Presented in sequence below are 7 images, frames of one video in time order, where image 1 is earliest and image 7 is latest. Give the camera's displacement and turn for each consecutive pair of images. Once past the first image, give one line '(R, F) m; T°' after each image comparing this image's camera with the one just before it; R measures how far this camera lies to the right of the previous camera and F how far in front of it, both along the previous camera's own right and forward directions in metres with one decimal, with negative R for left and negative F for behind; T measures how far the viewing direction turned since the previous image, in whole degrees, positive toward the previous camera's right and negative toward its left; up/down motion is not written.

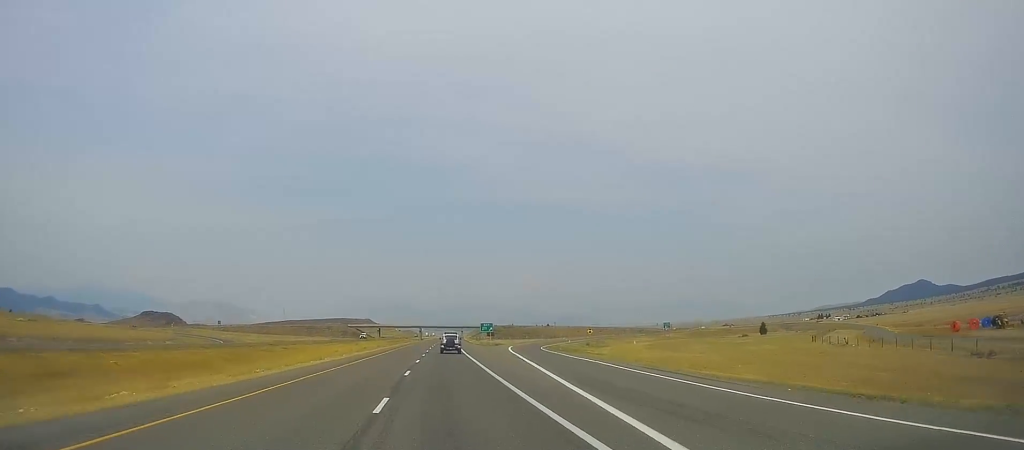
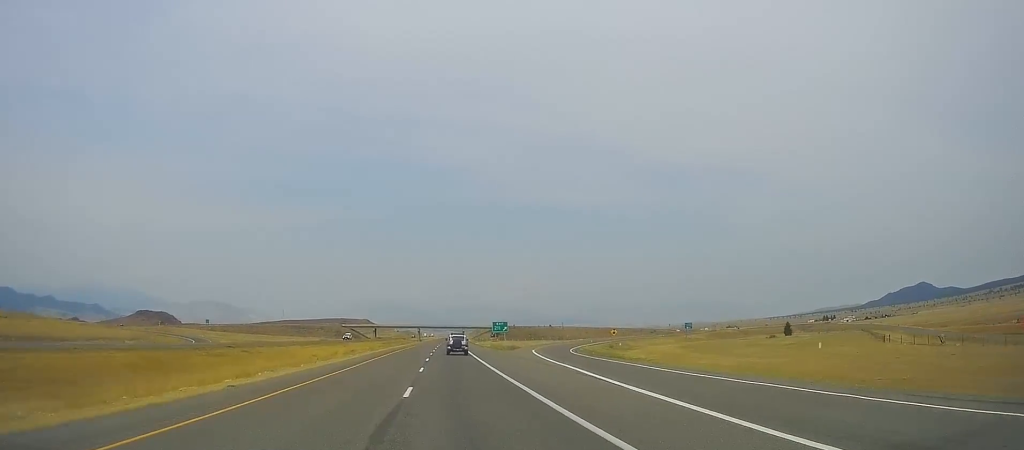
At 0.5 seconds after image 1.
(+0.1, +20.3) m; 0°
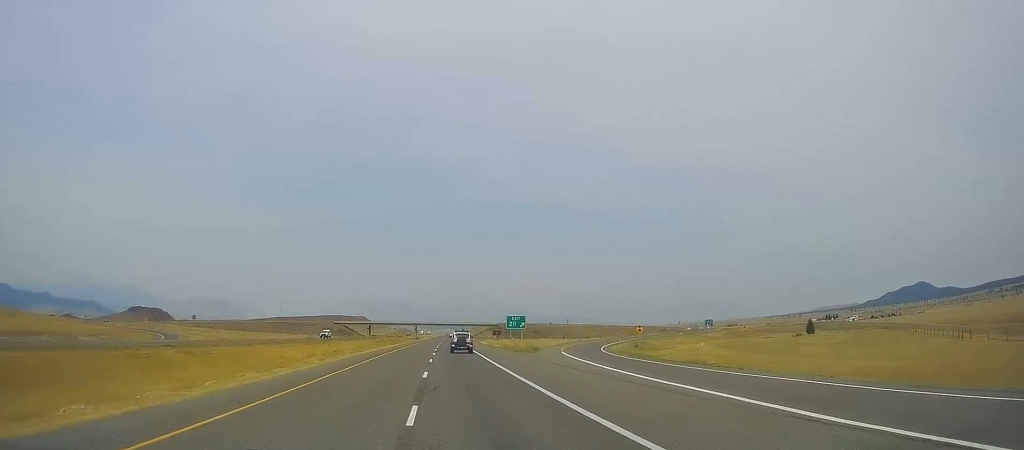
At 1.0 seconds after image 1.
(-0.2, +17.7) m; 0°
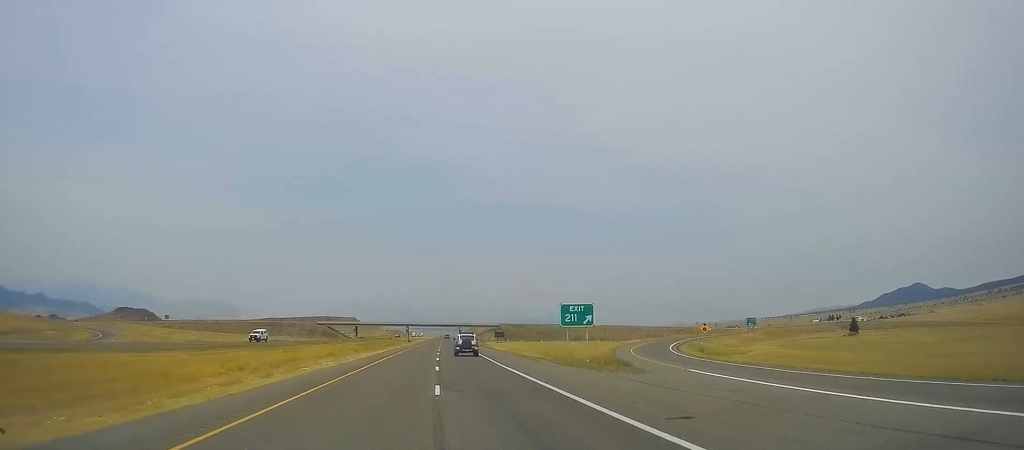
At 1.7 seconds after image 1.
(-0.1, +30.4) m; 0°
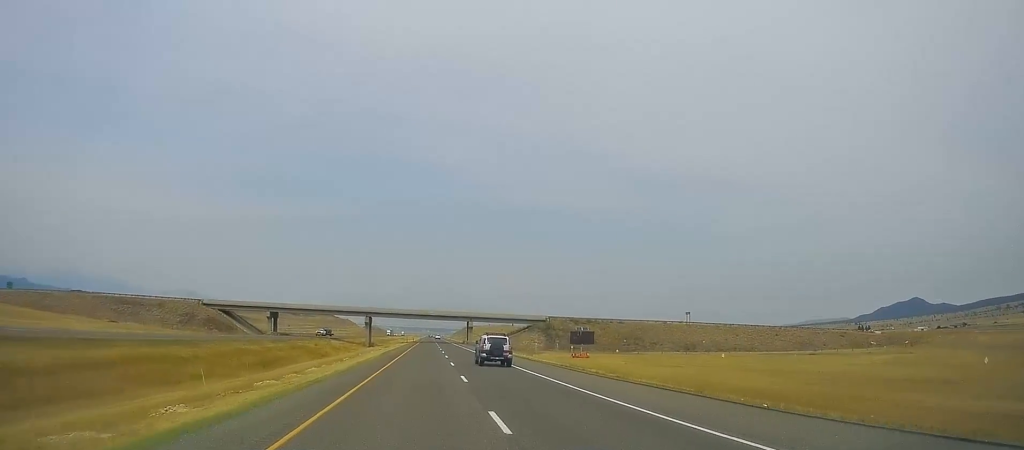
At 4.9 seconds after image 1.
(+4.0, +127.7) m; +3°
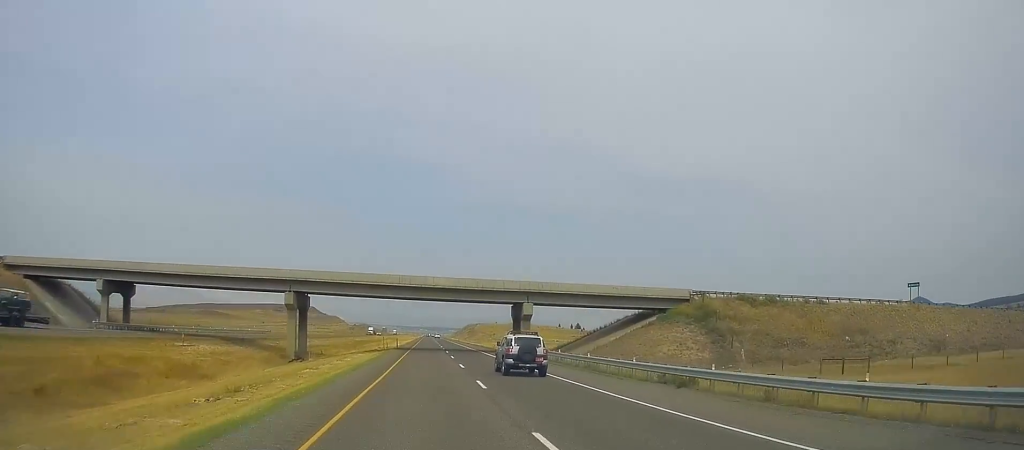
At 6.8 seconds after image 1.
(-1.6, +75.8) m; -1°
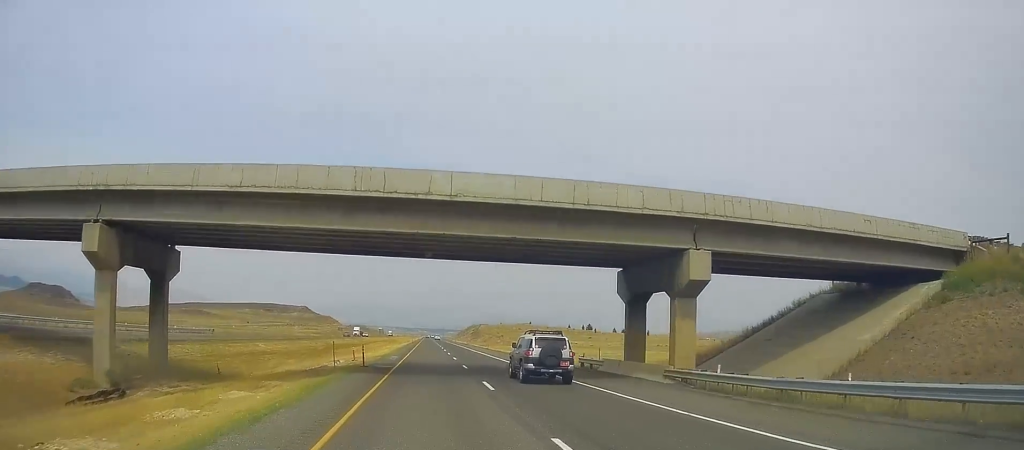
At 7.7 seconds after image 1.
(+0.6, +37.6) m; +1°
